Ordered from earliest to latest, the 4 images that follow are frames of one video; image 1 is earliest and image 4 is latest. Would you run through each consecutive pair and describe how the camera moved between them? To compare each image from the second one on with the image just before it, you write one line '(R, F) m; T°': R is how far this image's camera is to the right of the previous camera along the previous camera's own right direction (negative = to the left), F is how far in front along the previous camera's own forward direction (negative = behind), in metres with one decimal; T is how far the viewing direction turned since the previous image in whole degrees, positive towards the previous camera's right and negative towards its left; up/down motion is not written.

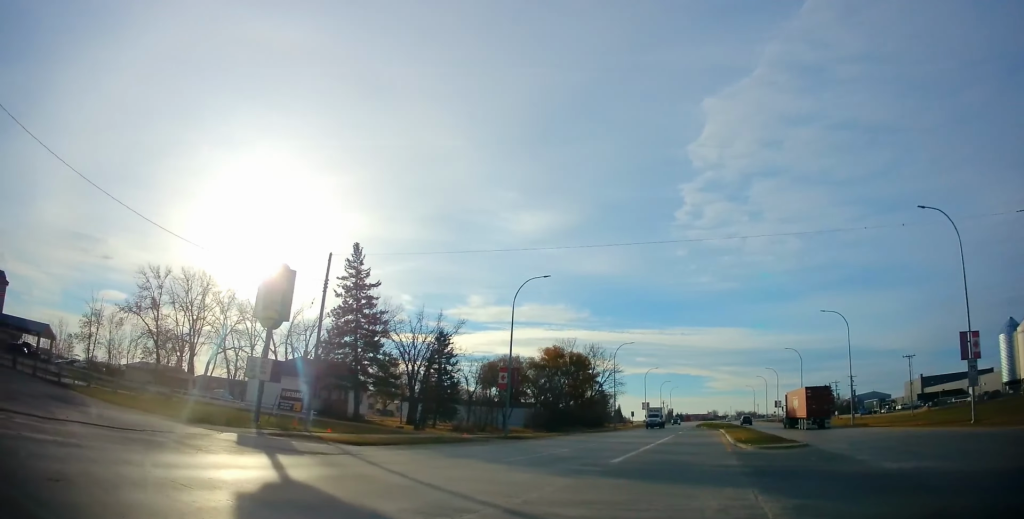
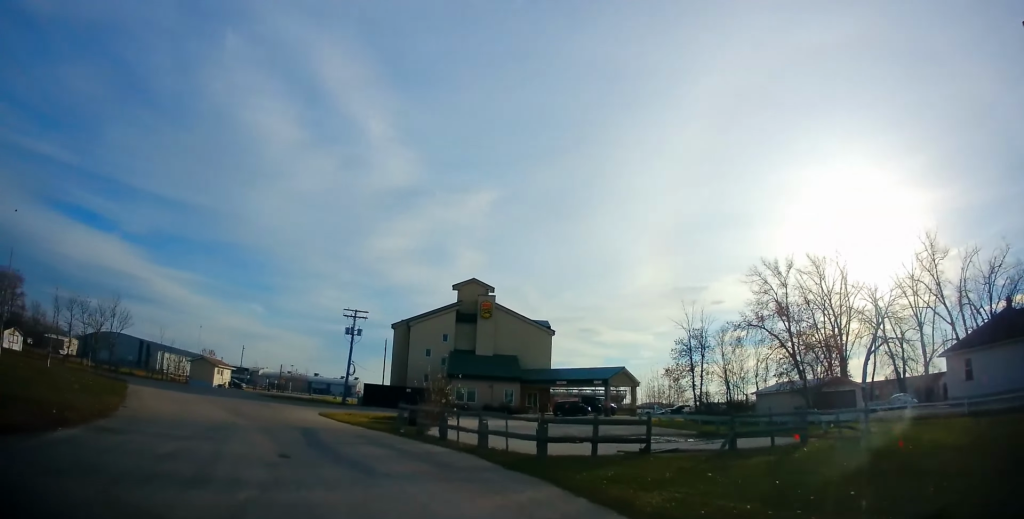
(-9.8, +18.6) m; -56°
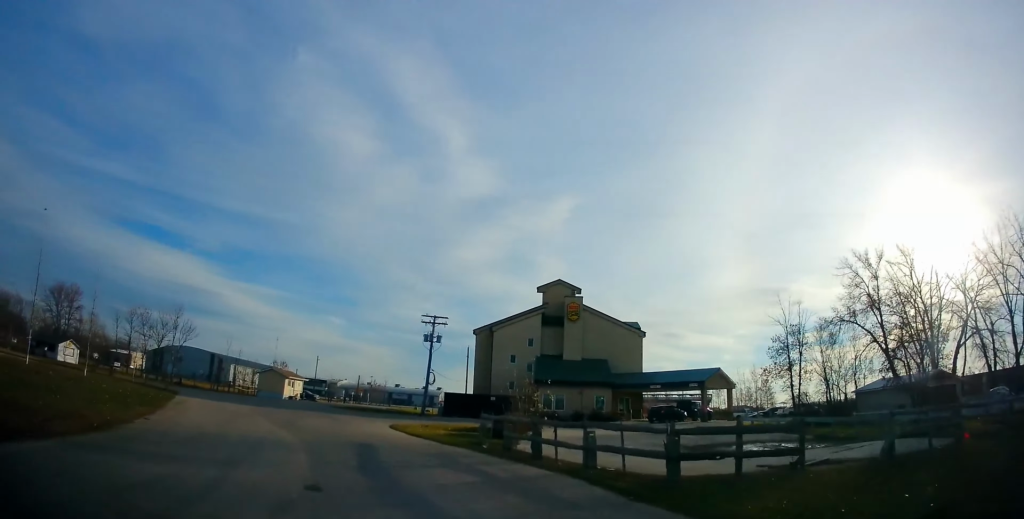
(-0.3, +3.4) m; -10°
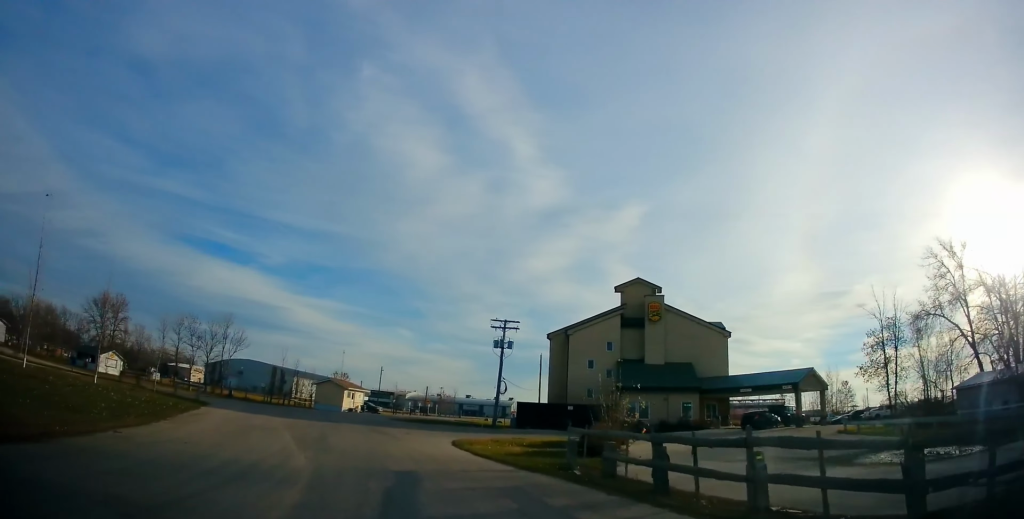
(-0.4, +4.5) m; -3°
